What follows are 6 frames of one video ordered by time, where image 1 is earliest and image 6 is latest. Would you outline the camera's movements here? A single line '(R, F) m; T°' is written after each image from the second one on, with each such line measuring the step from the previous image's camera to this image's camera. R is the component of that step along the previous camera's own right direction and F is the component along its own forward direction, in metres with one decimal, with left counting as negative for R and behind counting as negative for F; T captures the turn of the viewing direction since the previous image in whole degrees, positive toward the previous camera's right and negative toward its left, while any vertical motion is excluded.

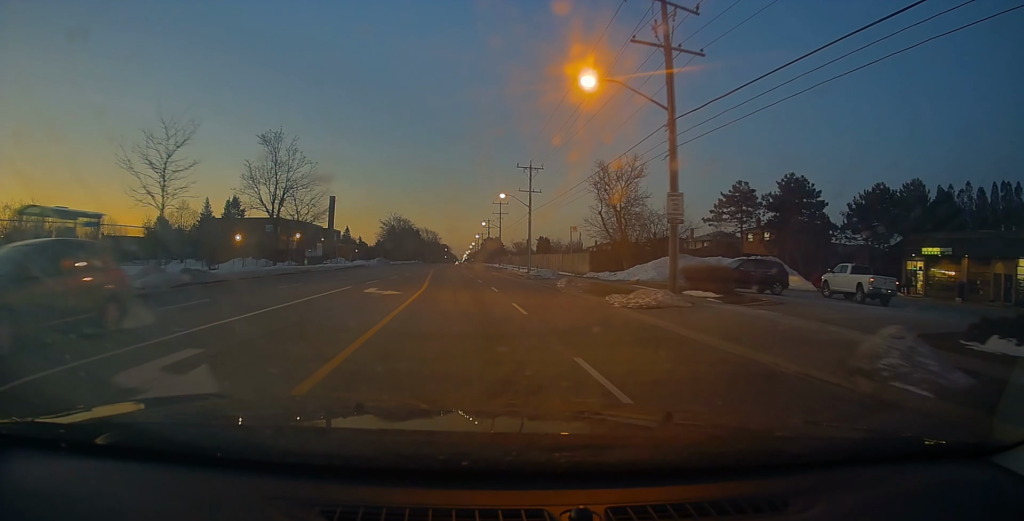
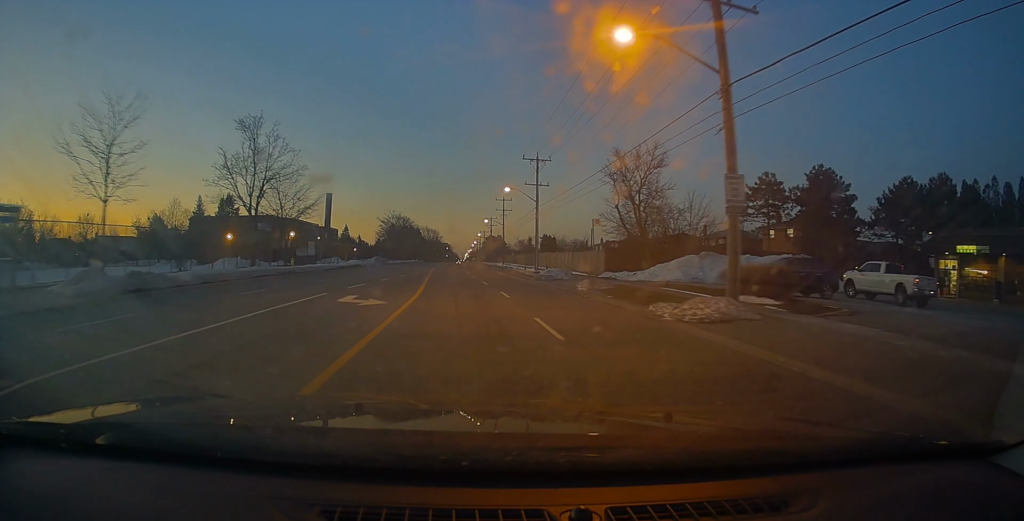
(0.0, +4.2) m; 0°
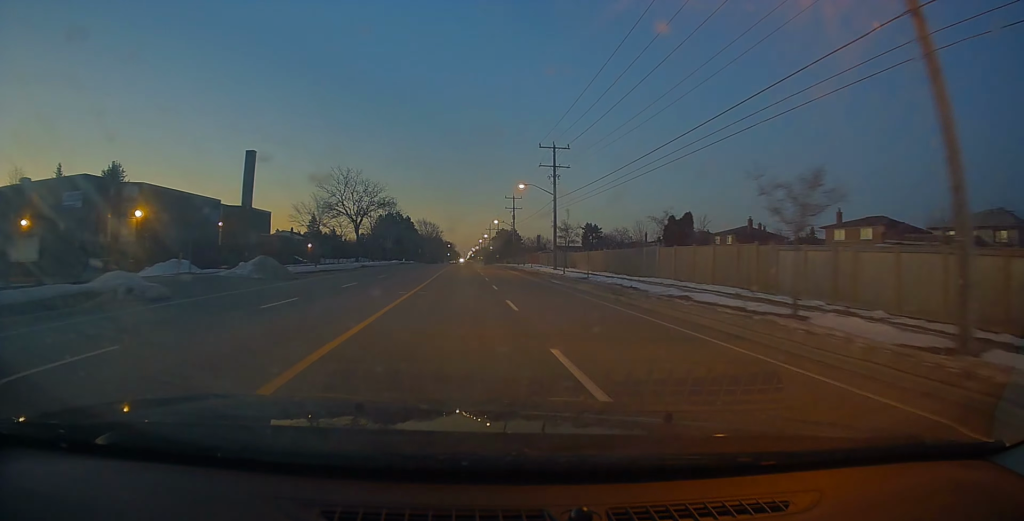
(+0.1, +47.7) m; 0°
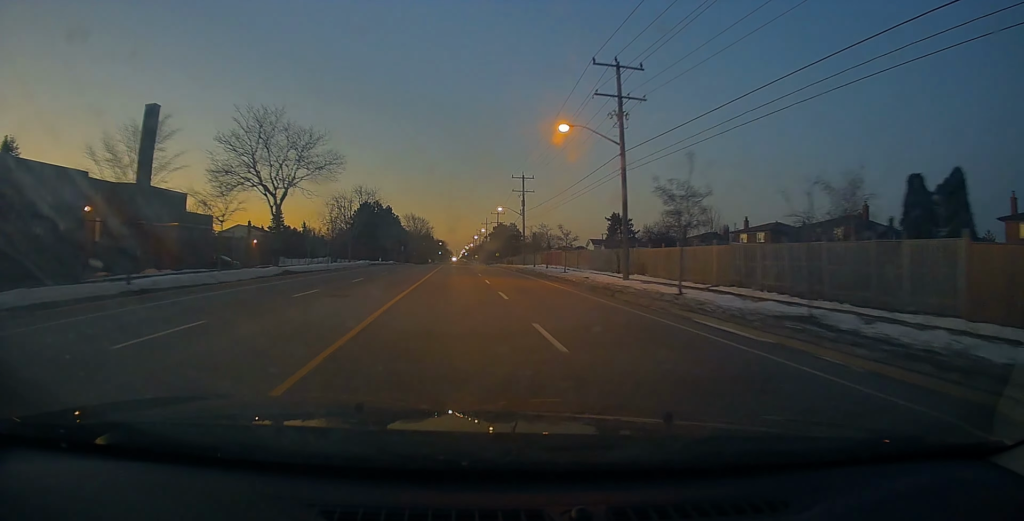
(-0.1, +23.9) m; 0°
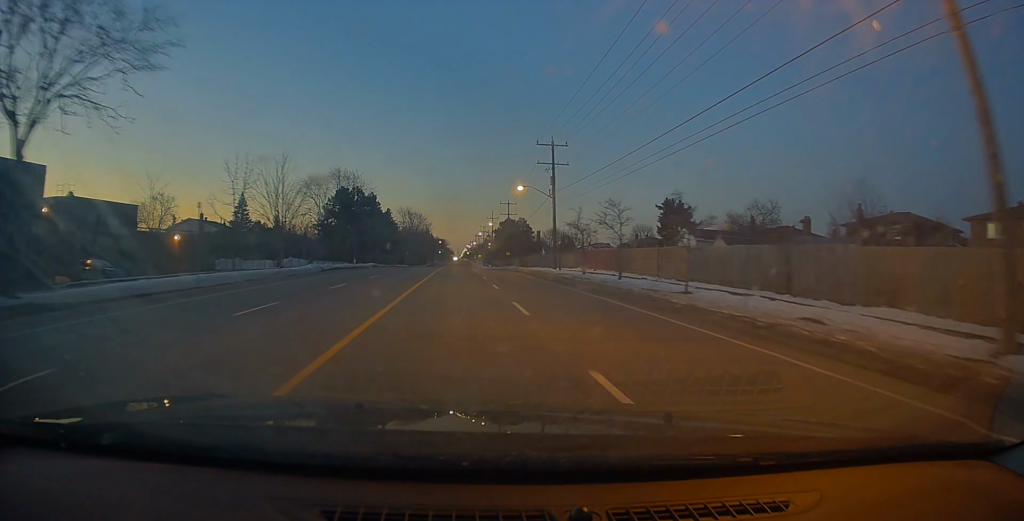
(-0.1, +22.5) m; +1°
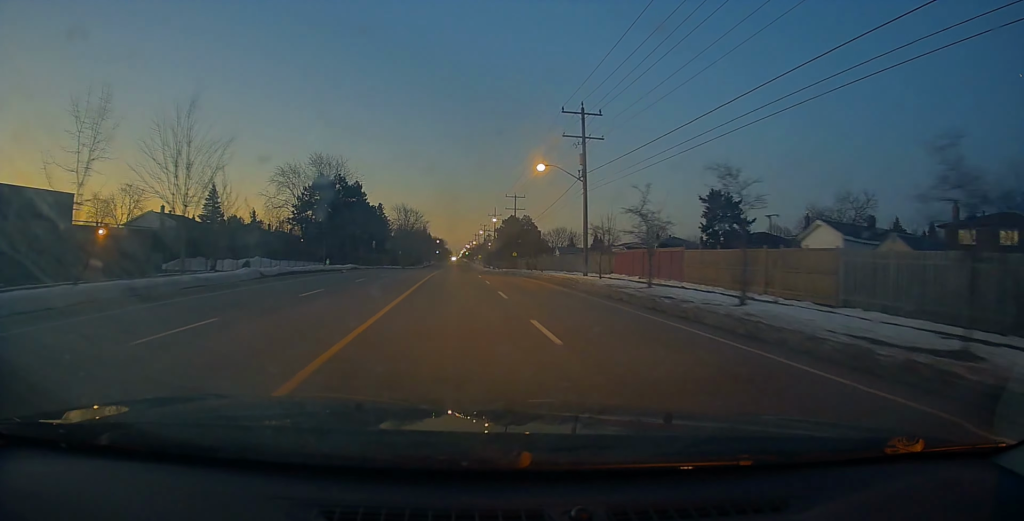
(+0.3, +13.0) m; +1°
